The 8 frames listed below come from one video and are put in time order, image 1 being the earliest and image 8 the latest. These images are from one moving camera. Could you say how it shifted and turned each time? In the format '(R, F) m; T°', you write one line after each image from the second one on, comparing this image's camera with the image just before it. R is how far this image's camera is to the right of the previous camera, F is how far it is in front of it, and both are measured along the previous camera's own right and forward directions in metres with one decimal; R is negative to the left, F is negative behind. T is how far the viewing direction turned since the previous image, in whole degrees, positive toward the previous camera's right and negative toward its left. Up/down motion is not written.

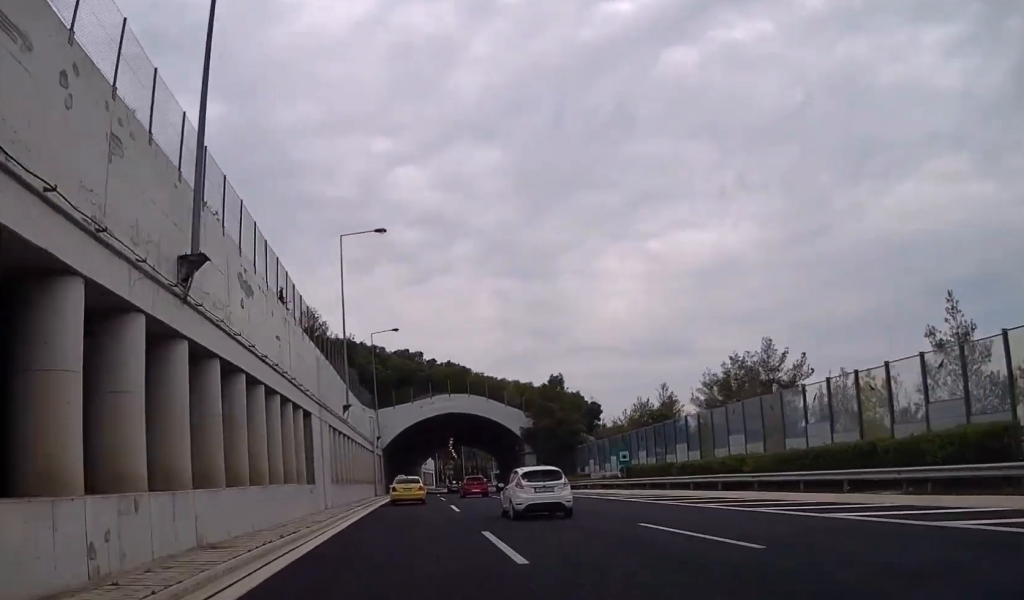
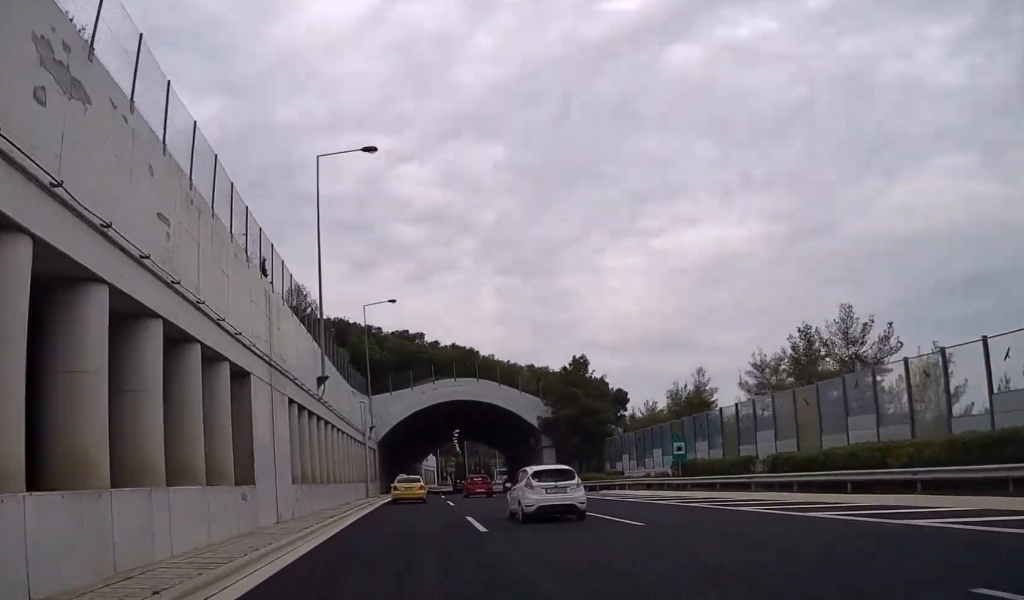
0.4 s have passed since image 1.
(0.0, +11.0) m; 0°
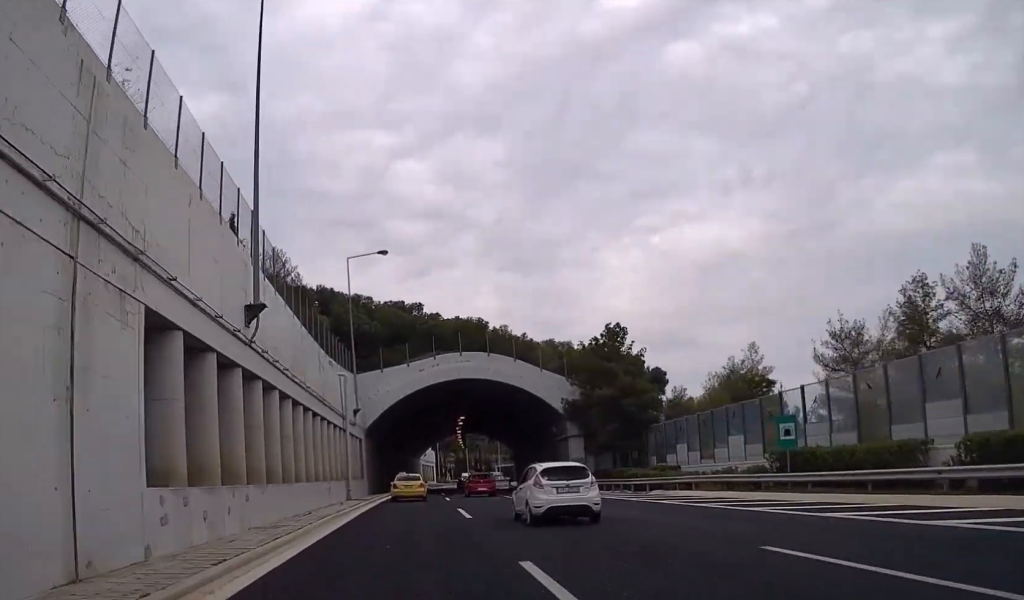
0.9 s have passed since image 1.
(0.0, +12.9) m; 0°
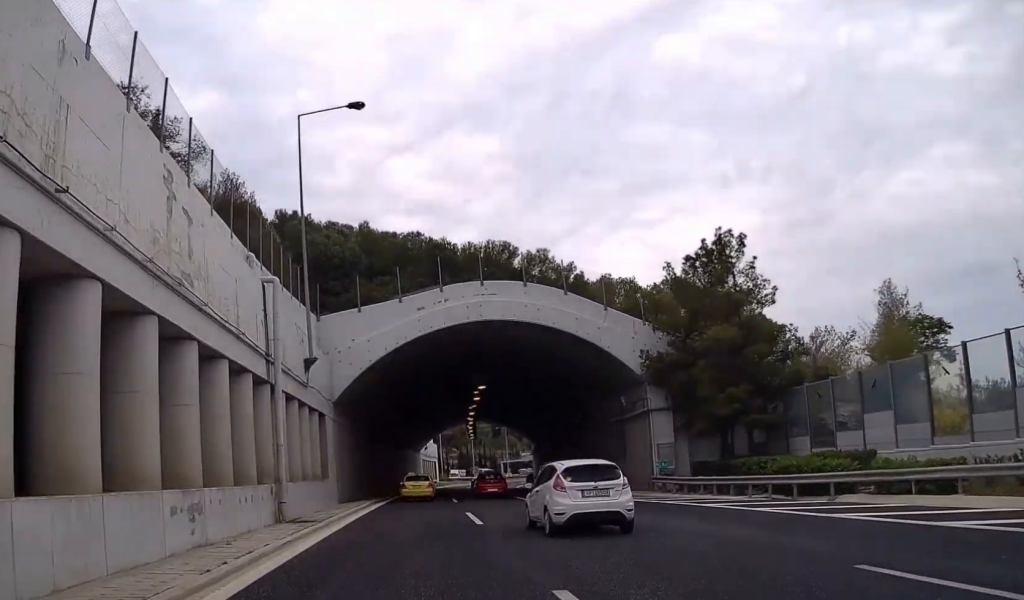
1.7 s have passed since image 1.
(-0.1, +20.9) m; 0°
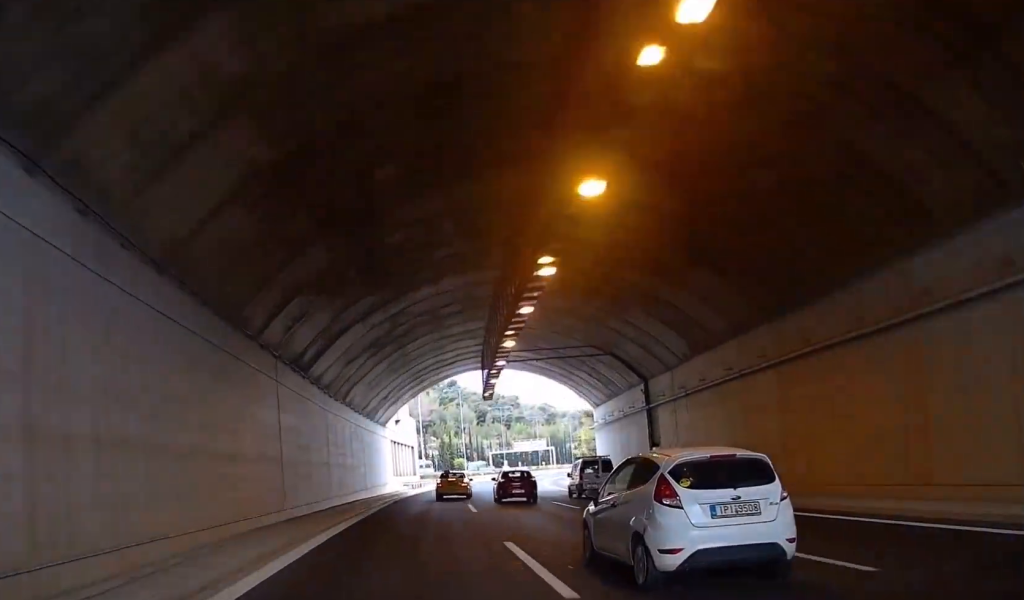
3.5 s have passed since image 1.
(0.0, +46.9) m; +1°
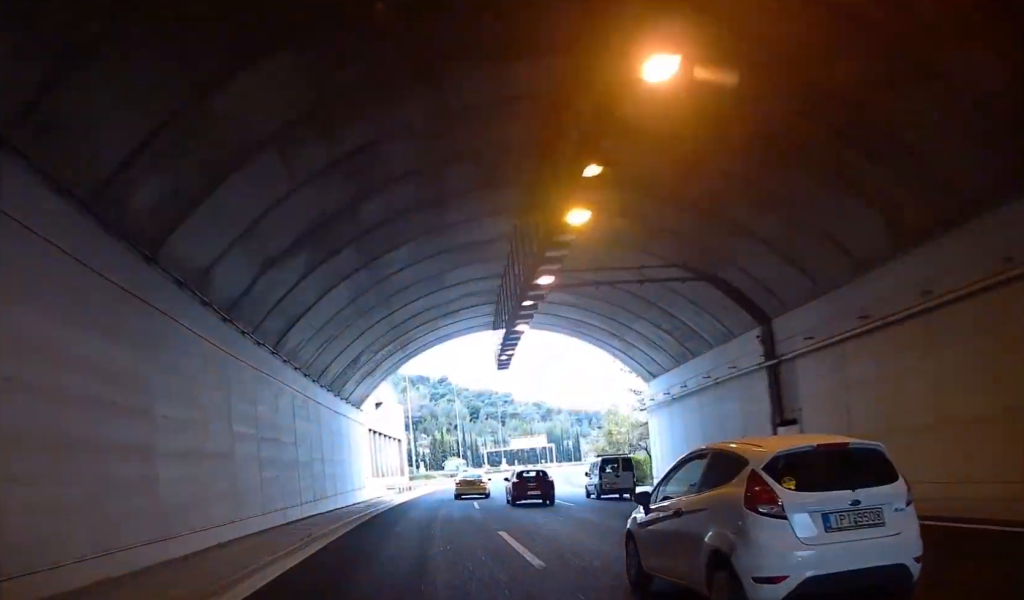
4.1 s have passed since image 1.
(+0.1, +15.1) m; +1°
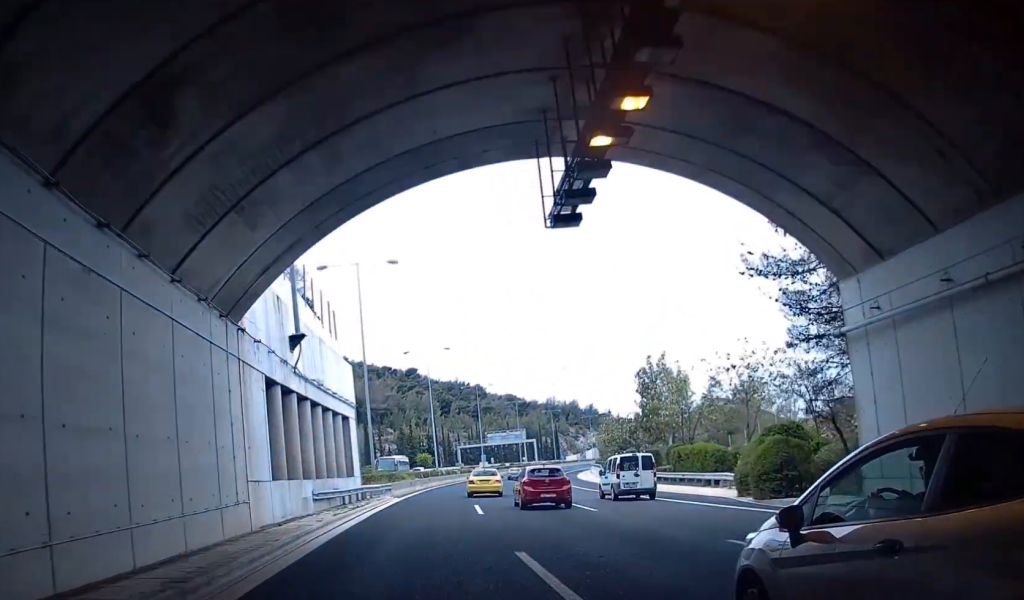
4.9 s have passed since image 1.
(+0.1, +22.1) m; +2°
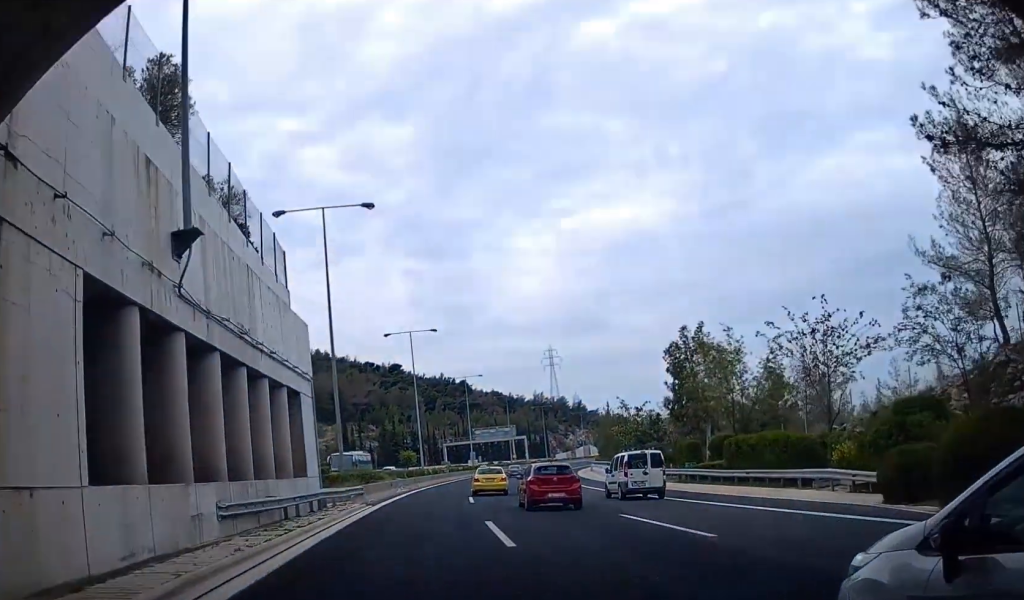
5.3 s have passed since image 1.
(-0.1, +10.5) m; +1°
